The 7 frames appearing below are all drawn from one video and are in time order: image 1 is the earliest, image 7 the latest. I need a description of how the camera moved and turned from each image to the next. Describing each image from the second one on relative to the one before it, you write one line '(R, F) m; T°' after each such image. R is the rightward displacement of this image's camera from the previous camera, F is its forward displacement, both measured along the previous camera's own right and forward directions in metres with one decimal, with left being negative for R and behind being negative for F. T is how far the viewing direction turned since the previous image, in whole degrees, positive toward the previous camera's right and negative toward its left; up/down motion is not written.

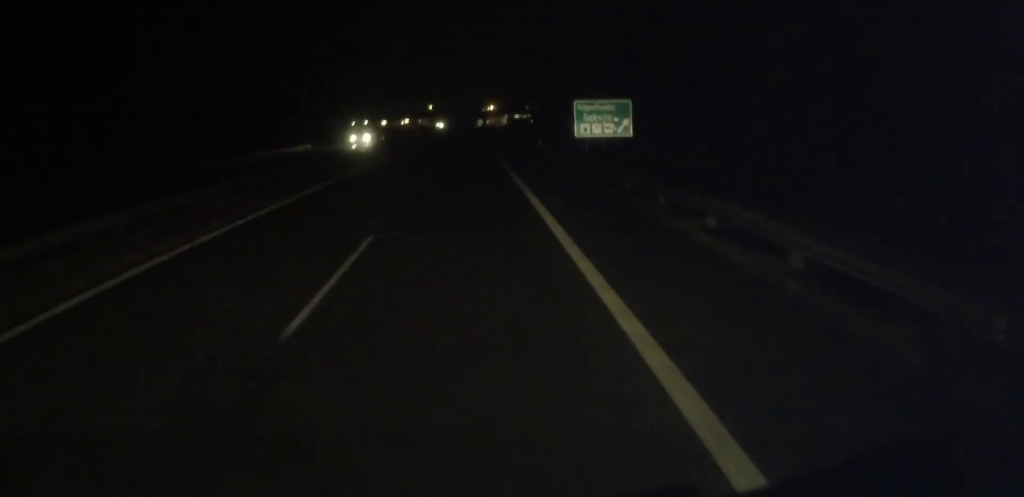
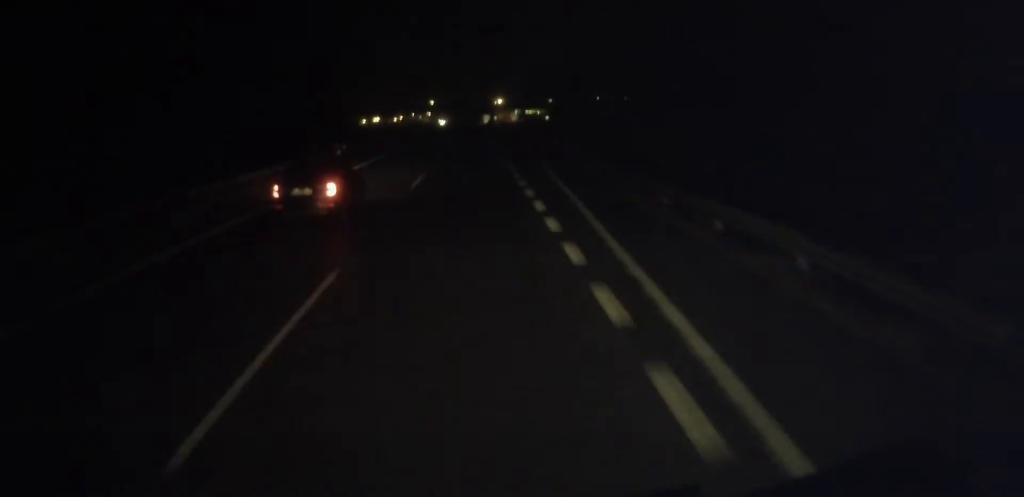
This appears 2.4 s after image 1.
(-0.2, +56.2) m; 0°
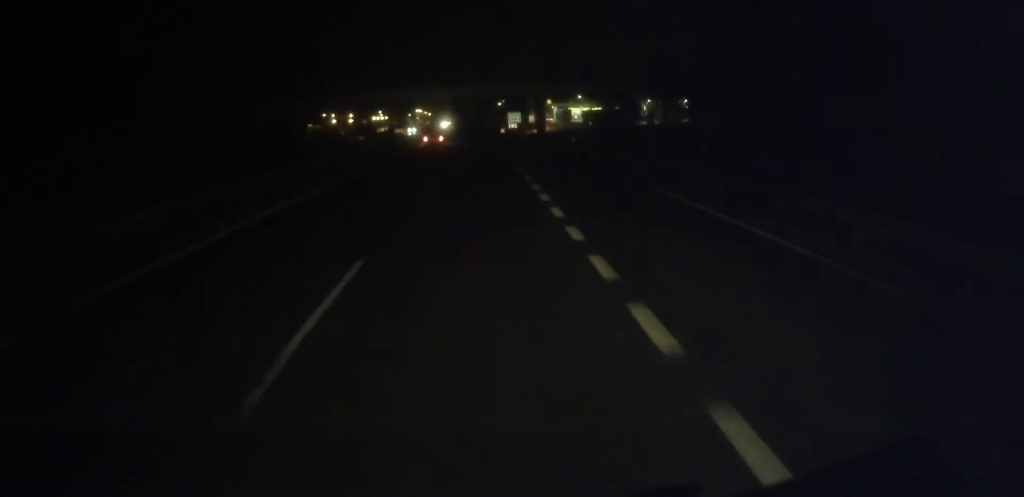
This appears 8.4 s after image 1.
(-1.0, +140.7) m; -1°
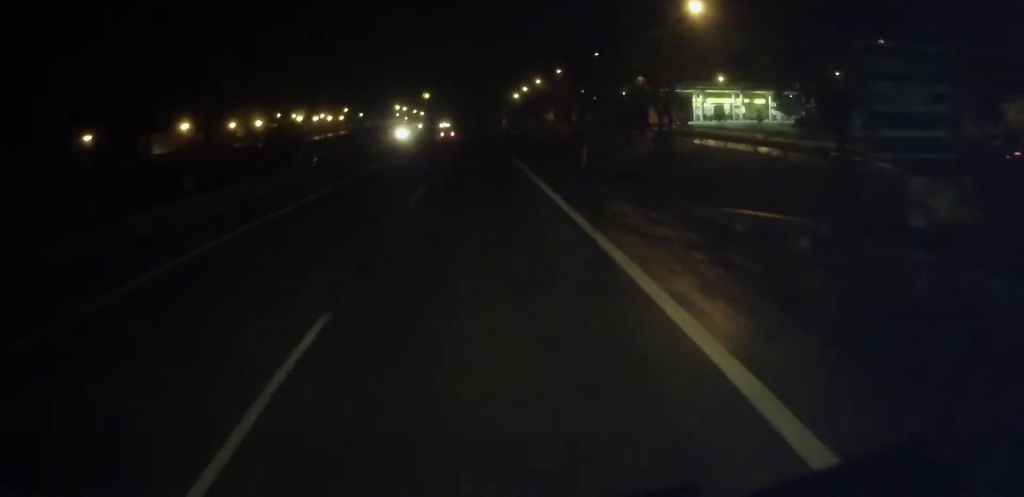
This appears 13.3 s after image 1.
(-0.9, +116.1) m; 0°
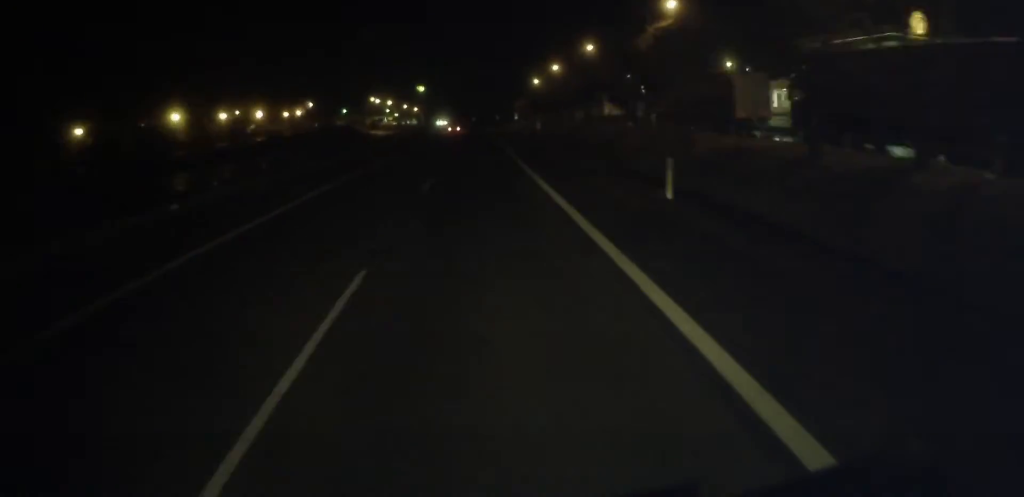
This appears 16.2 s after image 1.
(+0.1, +66.0) m; 0°
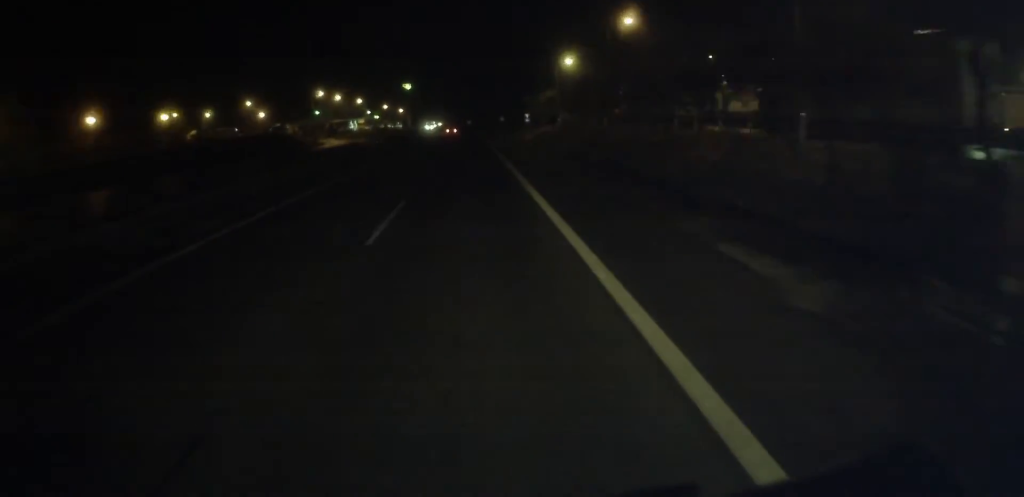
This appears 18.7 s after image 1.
(0.0, +59.7) m; 0°
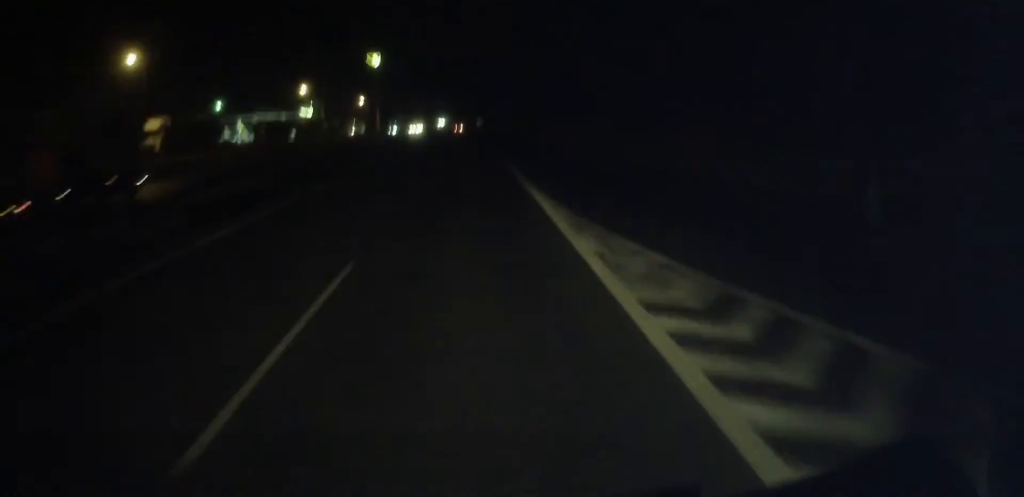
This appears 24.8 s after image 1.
(0.0, +144.2) m; 0°
